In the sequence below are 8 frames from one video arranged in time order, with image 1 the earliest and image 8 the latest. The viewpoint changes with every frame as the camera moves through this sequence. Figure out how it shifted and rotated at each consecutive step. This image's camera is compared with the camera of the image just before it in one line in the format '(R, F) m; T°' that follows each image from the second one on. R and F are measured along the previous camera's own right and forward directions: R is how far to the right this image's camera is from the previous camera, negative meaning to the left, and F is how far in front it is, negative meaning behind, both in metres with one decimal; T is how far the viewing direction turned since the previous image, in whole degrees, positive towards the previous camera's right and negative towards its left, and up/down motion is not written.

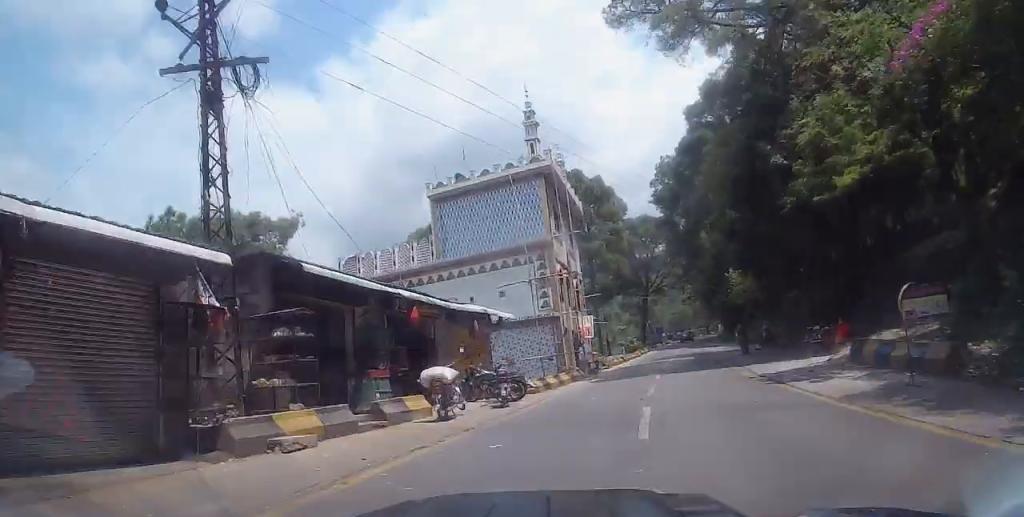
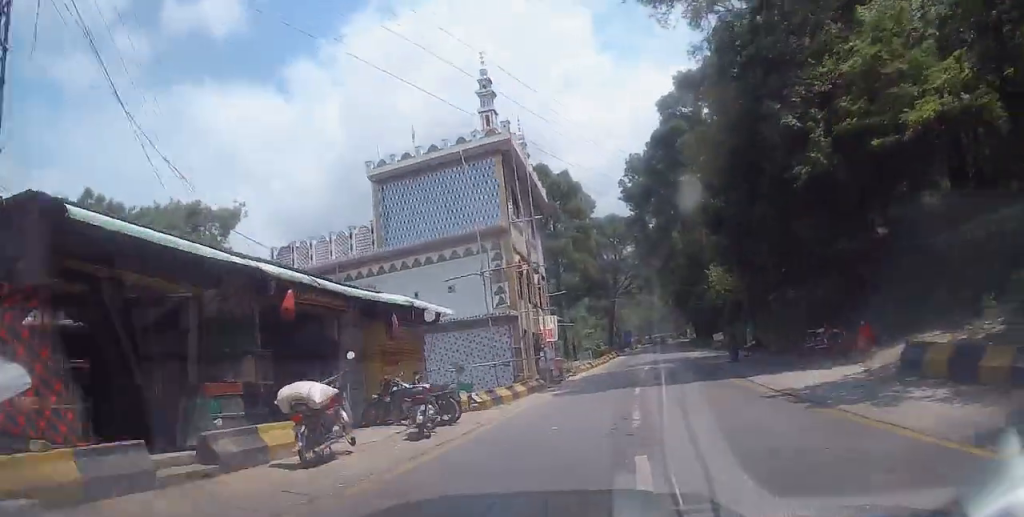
(+0.5, +4.5) m; +2°
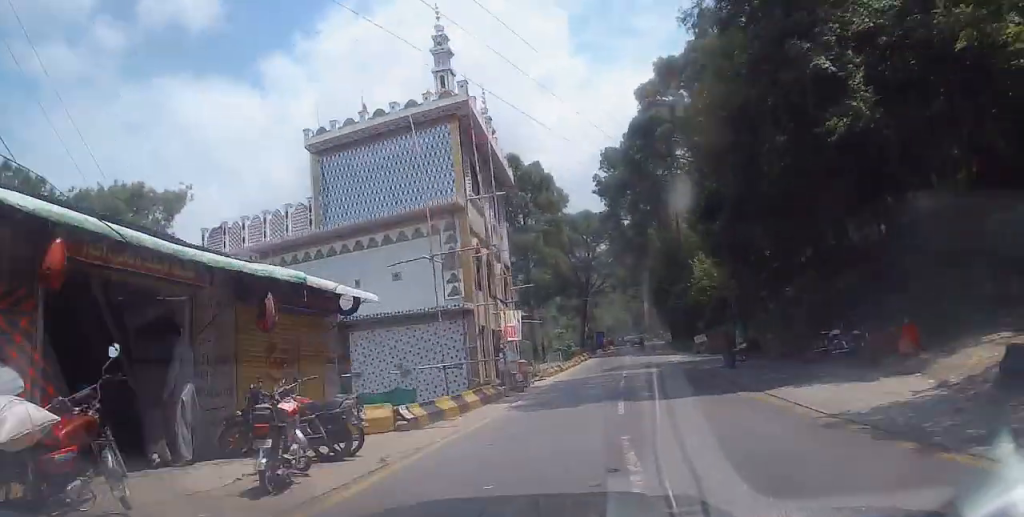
(+0.3, +4.2) m; +2°
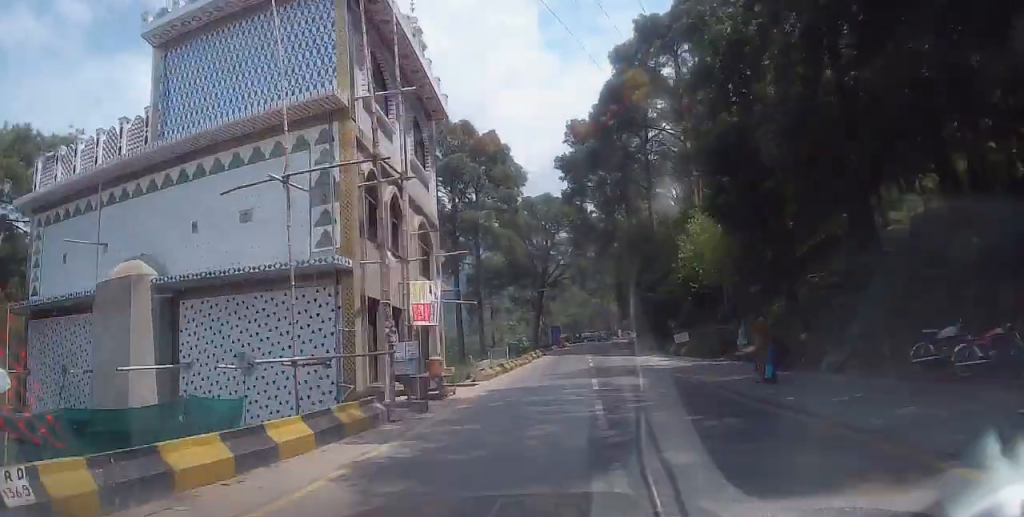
(-0.4, +8.8) m; +3°
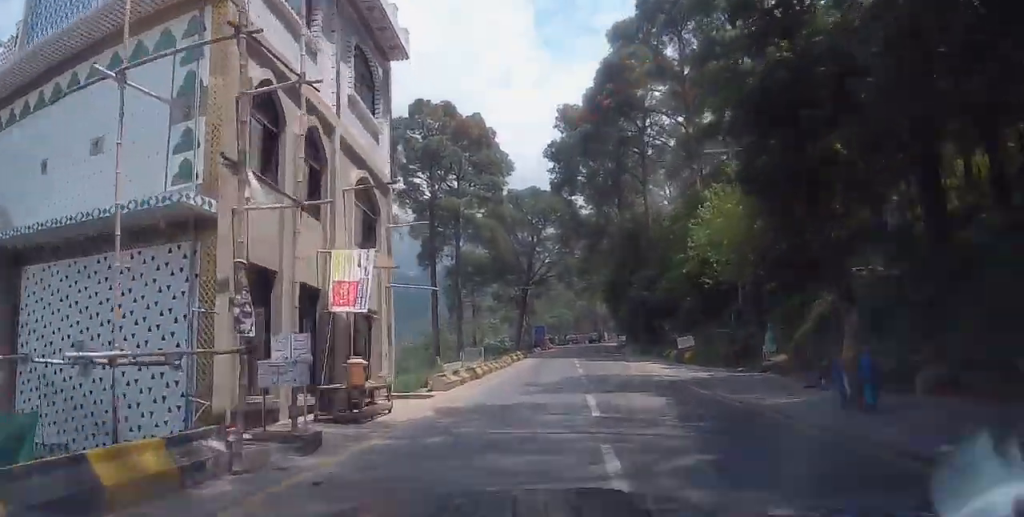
(+0.3, +5.3) m; +2°
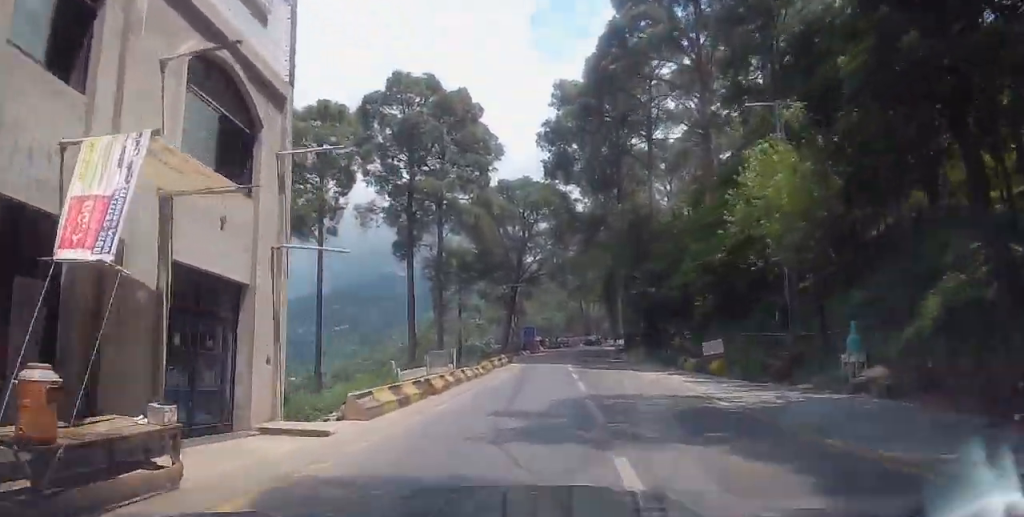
(+0.6, +6.7) m; +2°
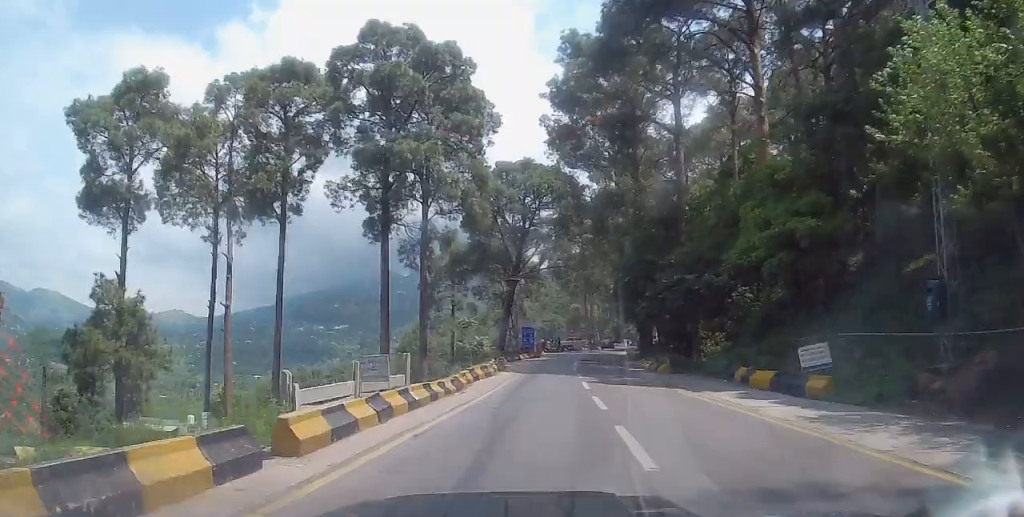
(-0.5, +9.1) m; -2°
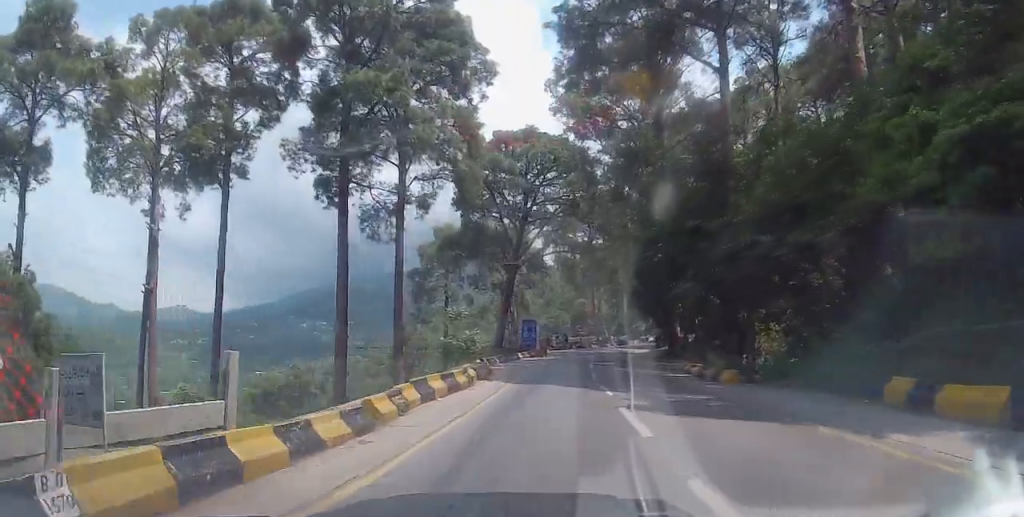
(0.0, +10.1) m; +1°
